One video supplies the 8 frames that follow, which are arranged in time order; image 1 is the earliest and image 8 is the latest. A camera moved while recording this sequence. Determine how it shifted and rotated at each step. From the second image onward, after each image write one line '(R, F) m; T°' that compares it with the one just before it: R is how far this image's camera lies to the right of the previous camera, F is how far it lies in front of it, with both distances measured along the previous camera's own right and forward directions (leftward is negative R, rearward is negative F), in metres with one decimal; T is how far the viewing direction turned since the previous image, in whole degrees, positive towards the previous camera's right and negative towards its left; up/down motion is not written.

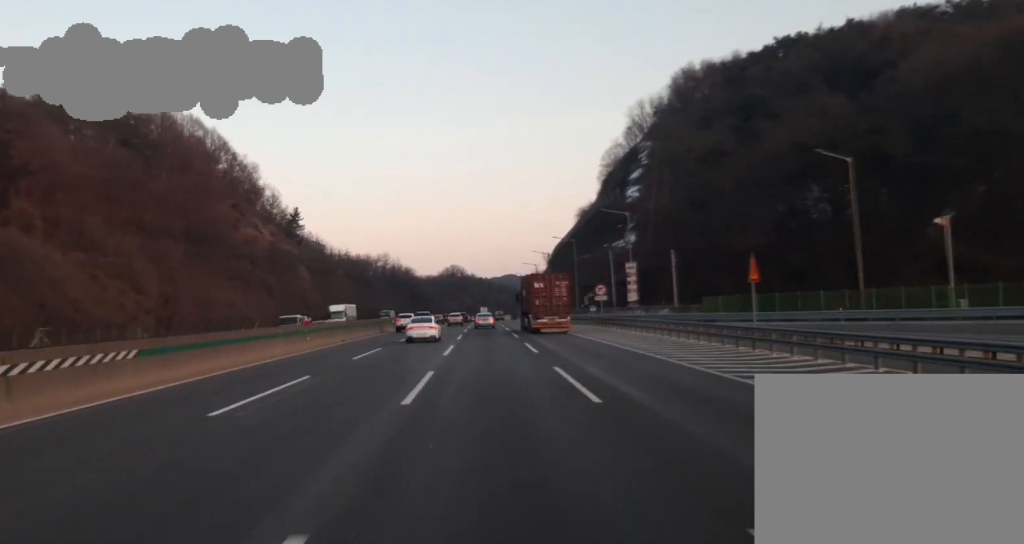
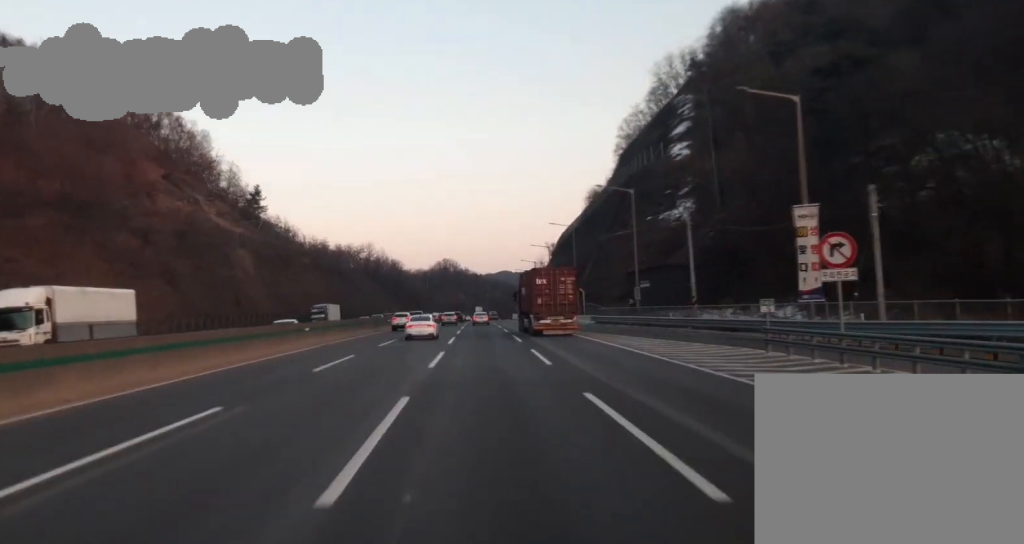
(-0.1, +48.4) m; 0°
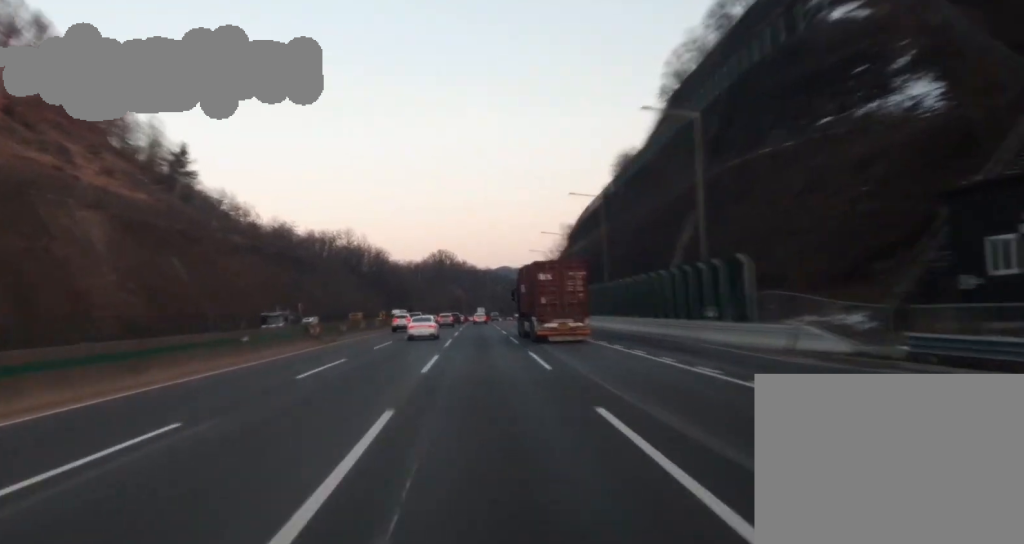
(-0.4, +61.3) m; 0°
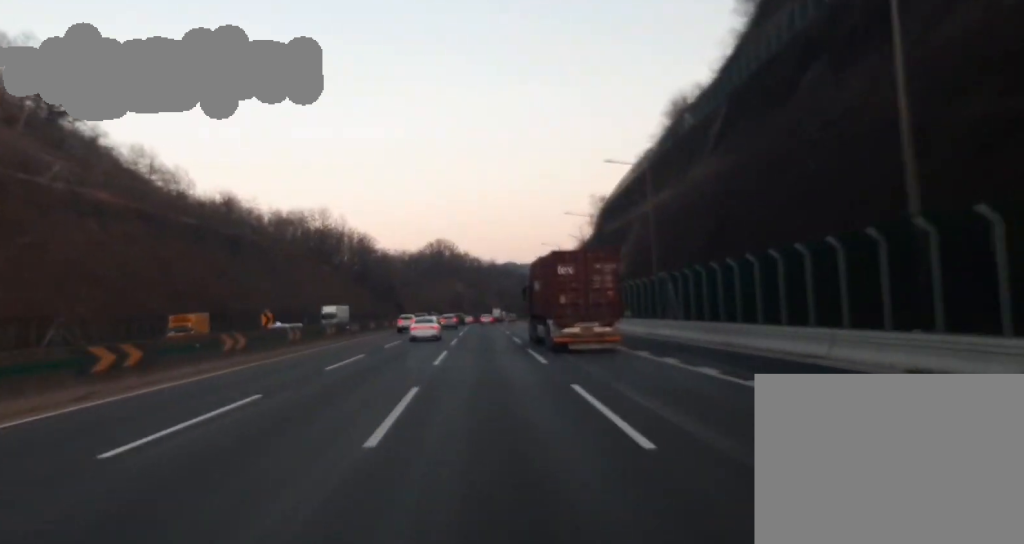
(0.0, +54.7) m; 0°
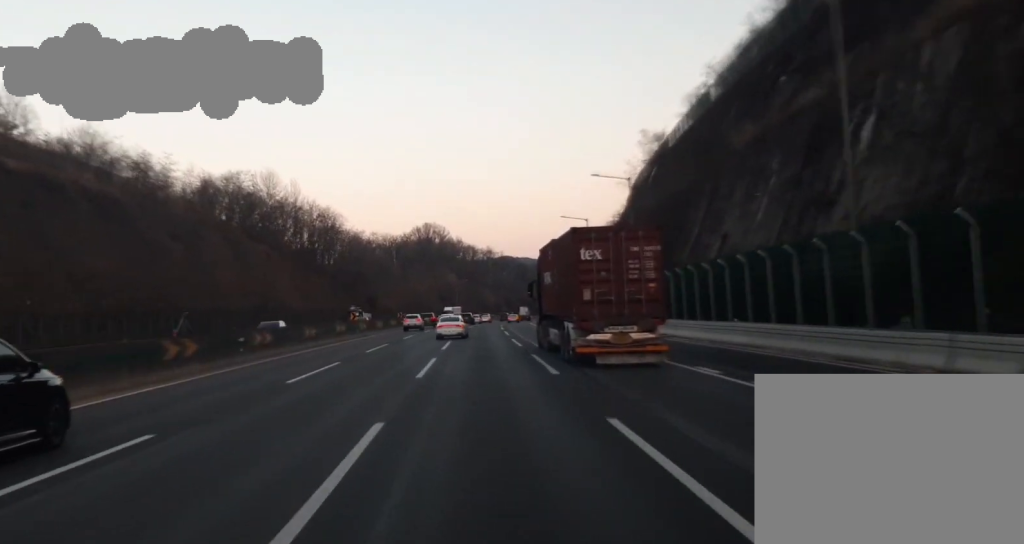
(+0.2, +65.6) m; 0°
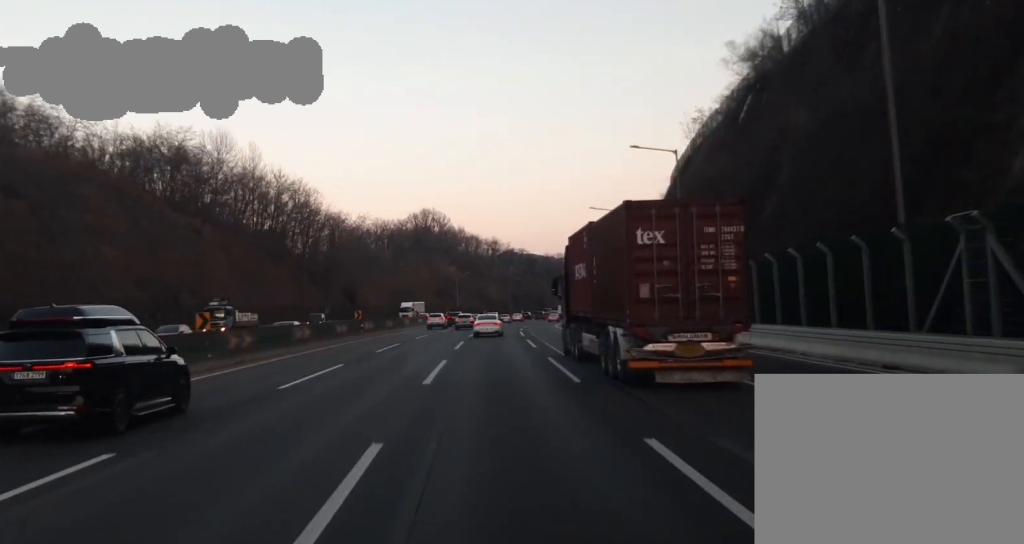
(0.0, +41.7) m; 0°
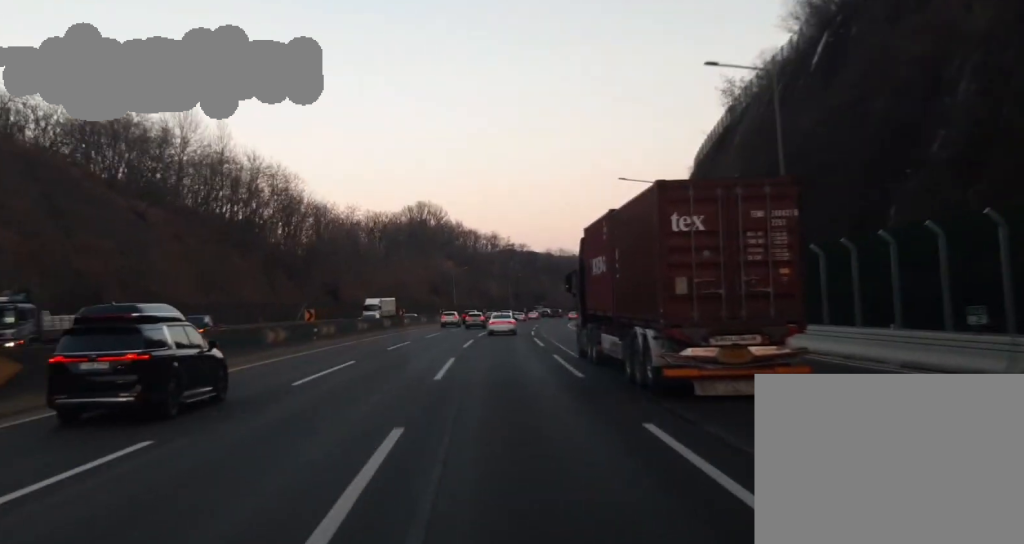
(-0.1, +19.3) m; 0°
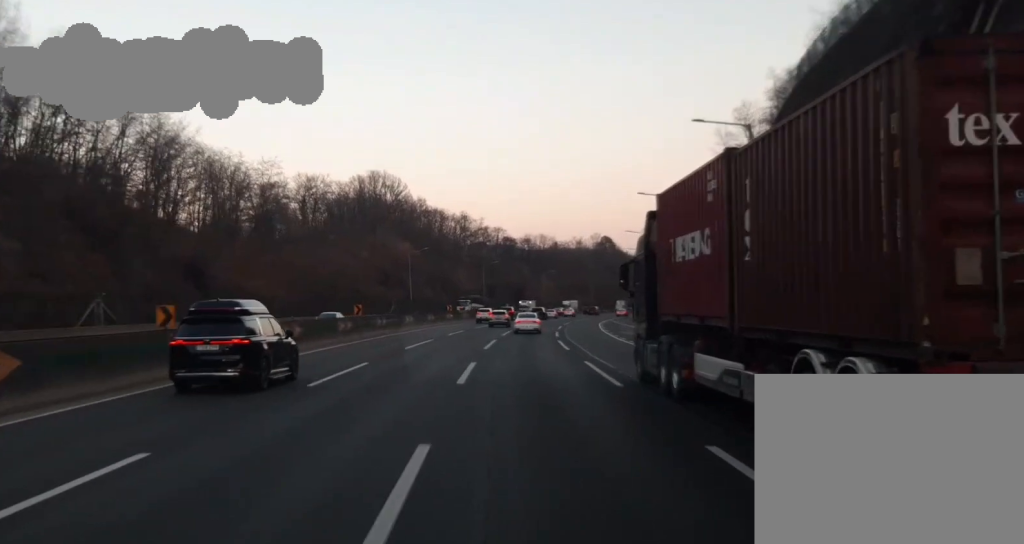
(+0.3, +61.0) m; +1°
